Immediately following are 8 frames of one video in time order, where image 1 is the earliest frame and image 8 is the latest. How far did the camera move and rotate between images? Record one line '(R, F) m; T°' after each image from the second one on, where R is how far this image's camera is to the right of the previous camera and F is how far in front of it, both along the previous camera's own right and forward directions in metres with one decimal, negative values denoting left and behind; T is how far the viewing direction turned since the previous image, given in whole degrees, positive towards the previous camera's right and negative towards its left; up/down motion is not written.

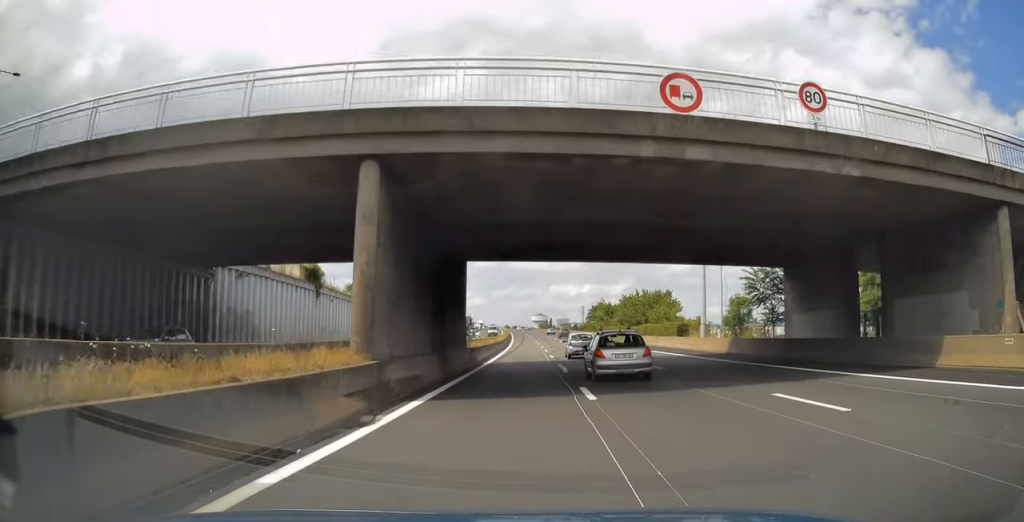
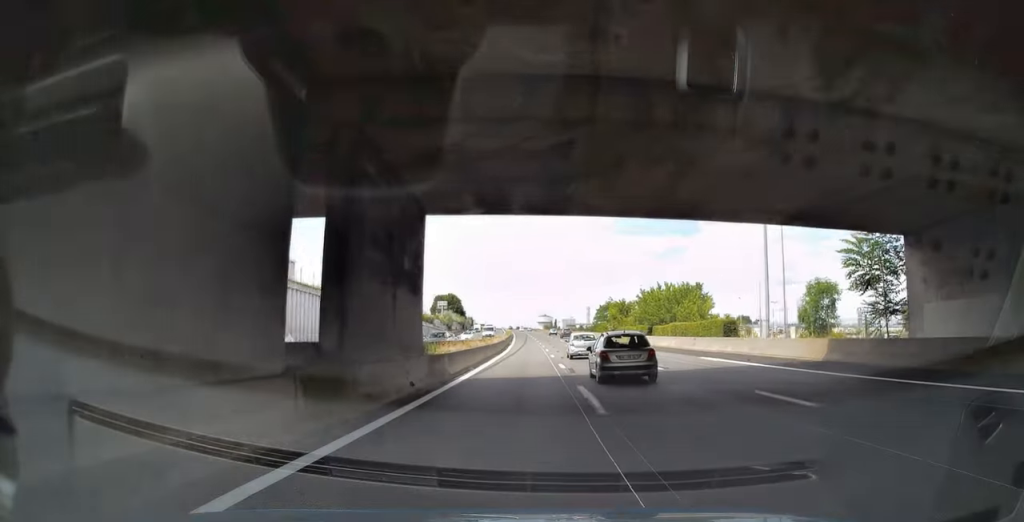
(+0.1, +12.3) m; 0°
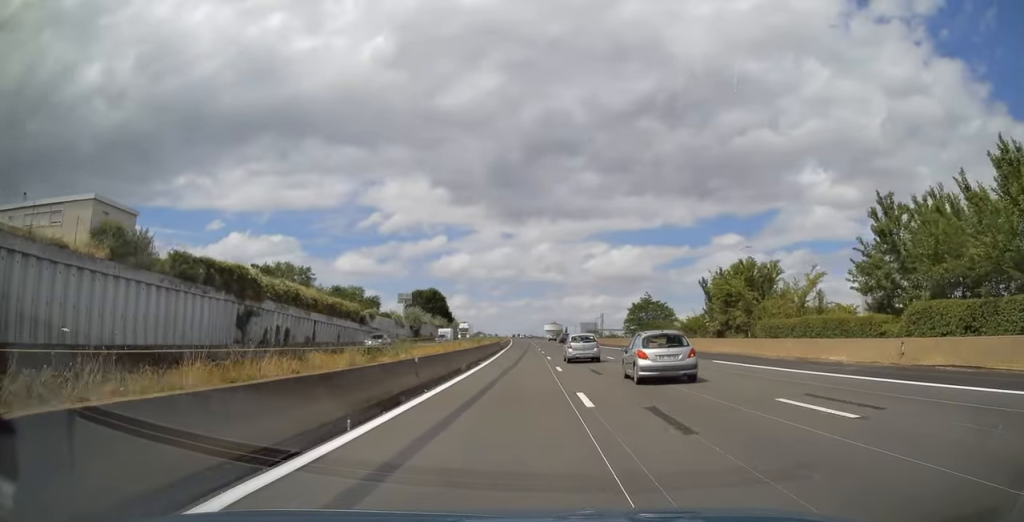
(-0.9, +54.1) m; -1°
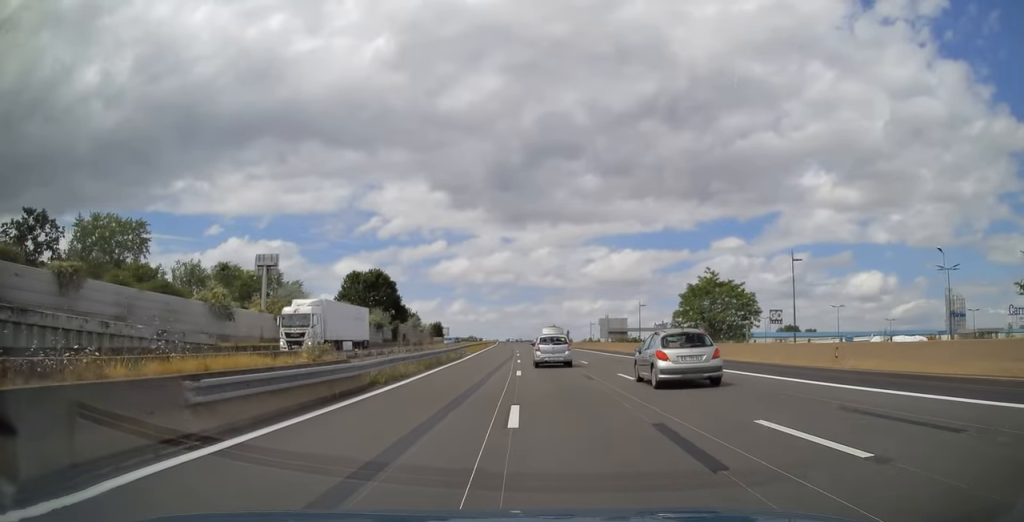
(+0.2, +55.1) m; 0°
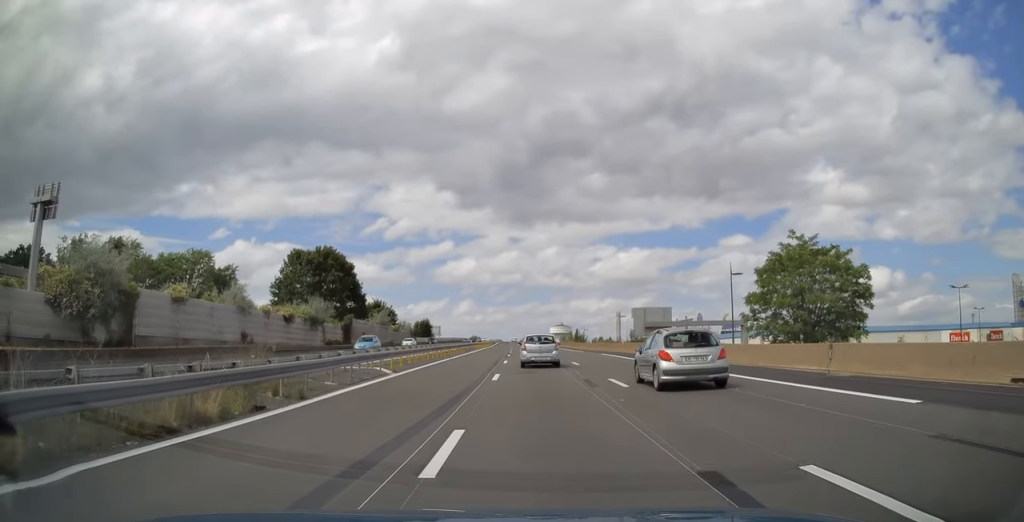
(-0.3, +28.8) m; -1°
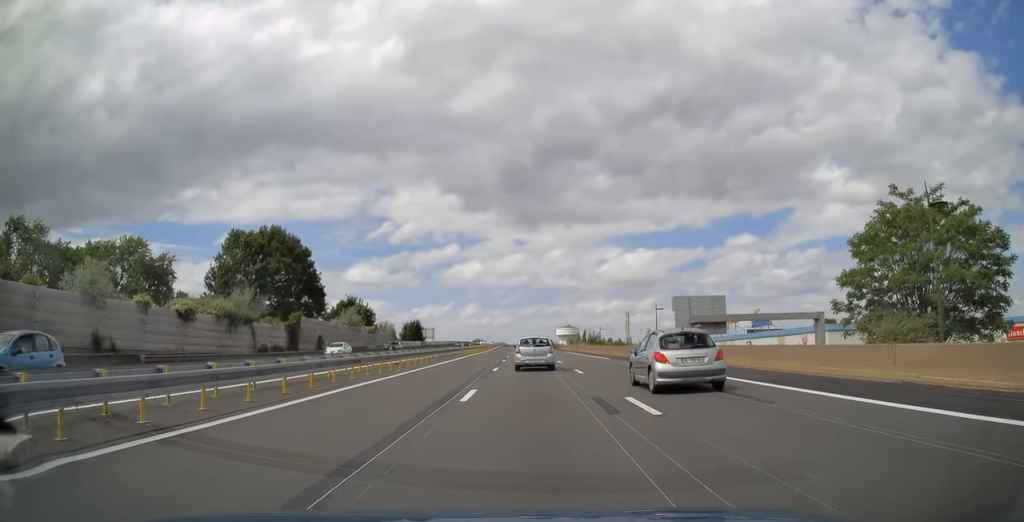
(0.0, +18.4) m; 0°
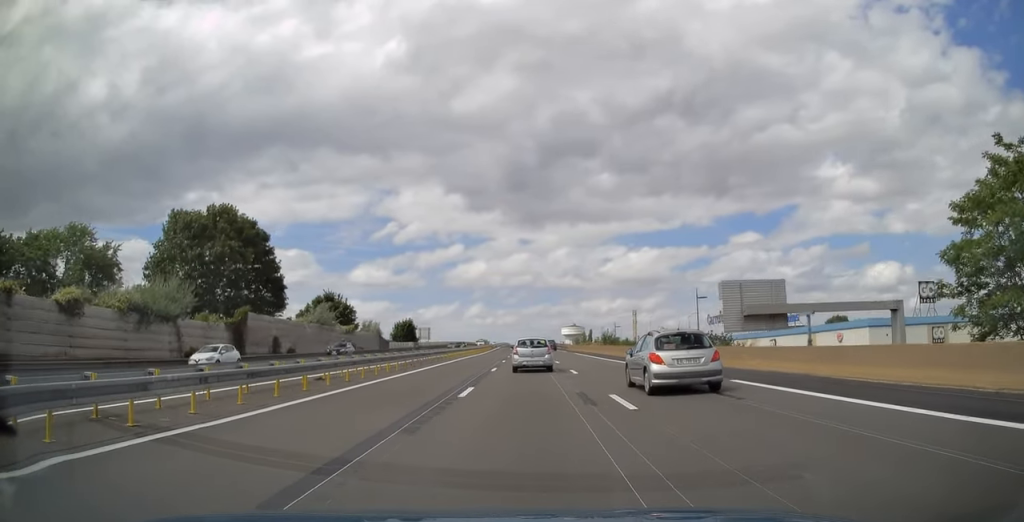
(-0.1, +11.9) m; -1°
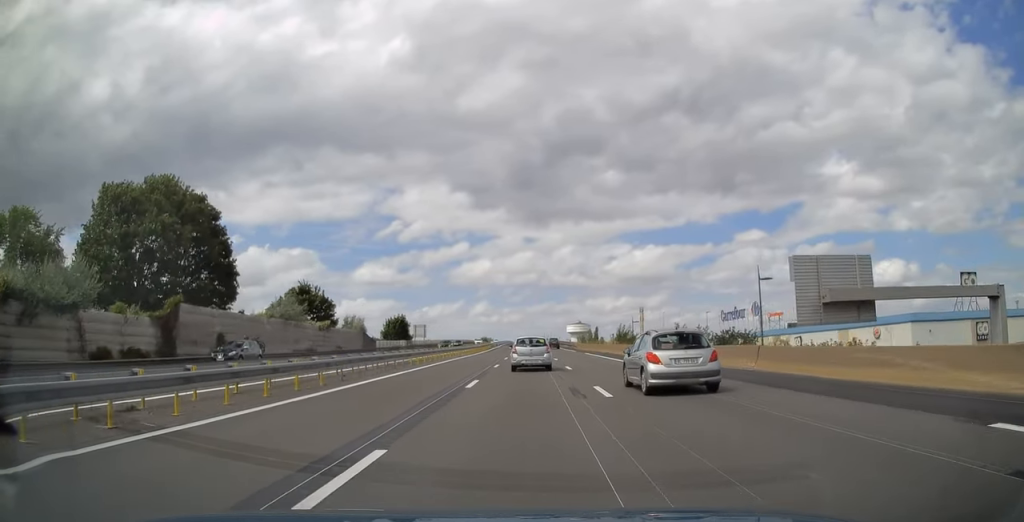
(0.0, +10.3) m; 0°
